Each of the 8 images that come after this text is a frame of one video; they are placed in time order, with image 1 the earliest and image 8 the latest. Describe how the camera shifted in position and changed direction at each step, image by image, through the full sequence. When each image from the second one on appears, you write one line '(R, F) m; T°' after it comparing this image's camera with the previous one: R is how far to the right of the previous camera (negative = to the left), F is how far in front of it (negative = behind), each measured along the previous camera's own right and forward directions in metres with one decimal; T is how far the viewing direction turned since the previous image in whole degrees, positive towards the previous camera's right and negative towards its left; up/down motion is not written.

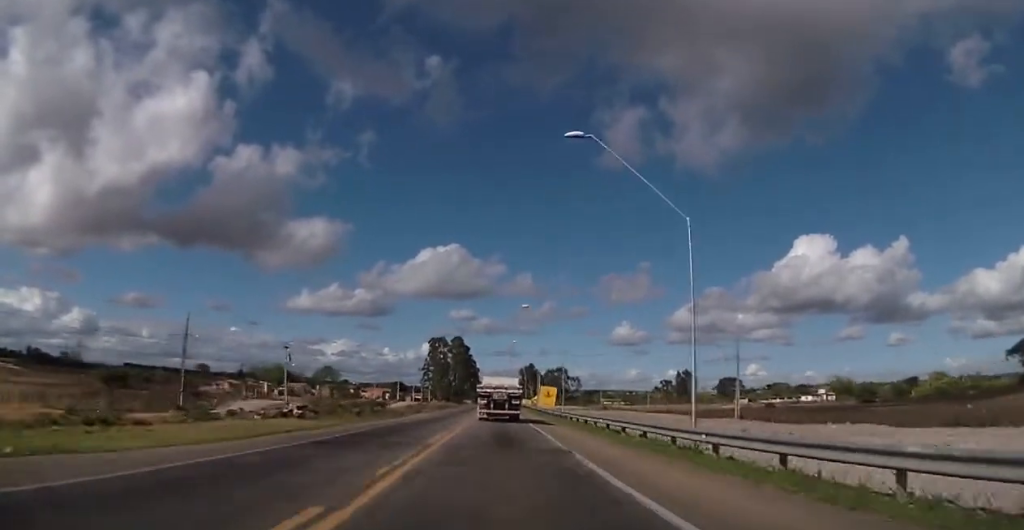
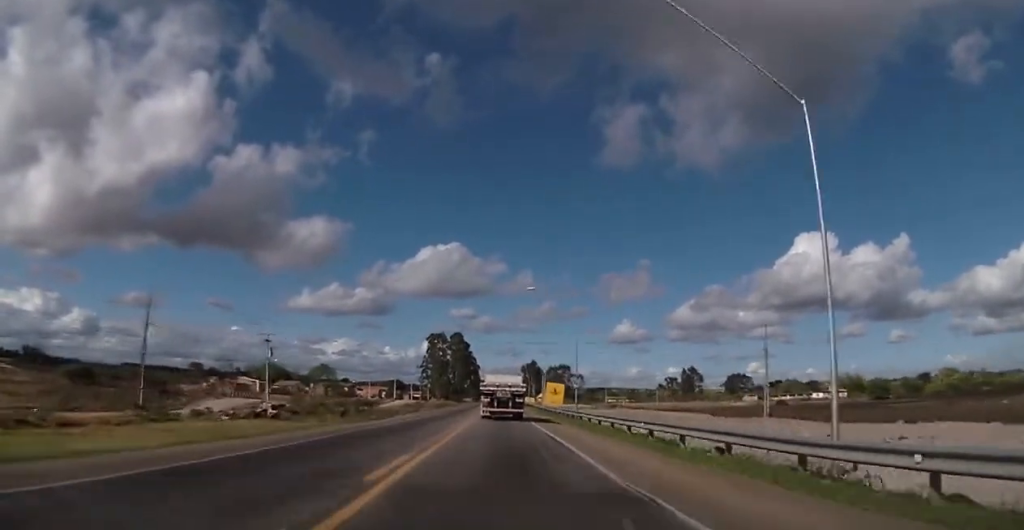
(0.0, +8.6) m; 0°
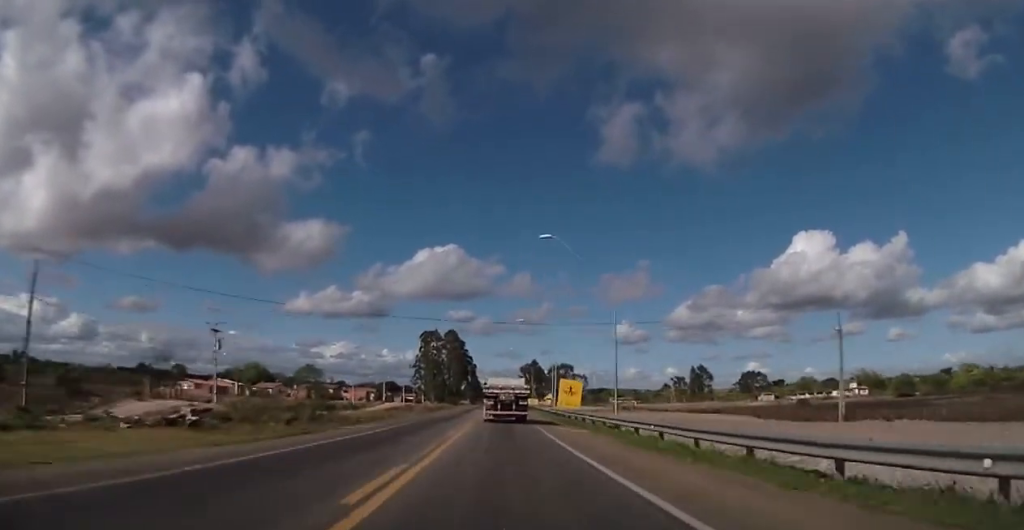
(0.0, +17.3) m; 0°
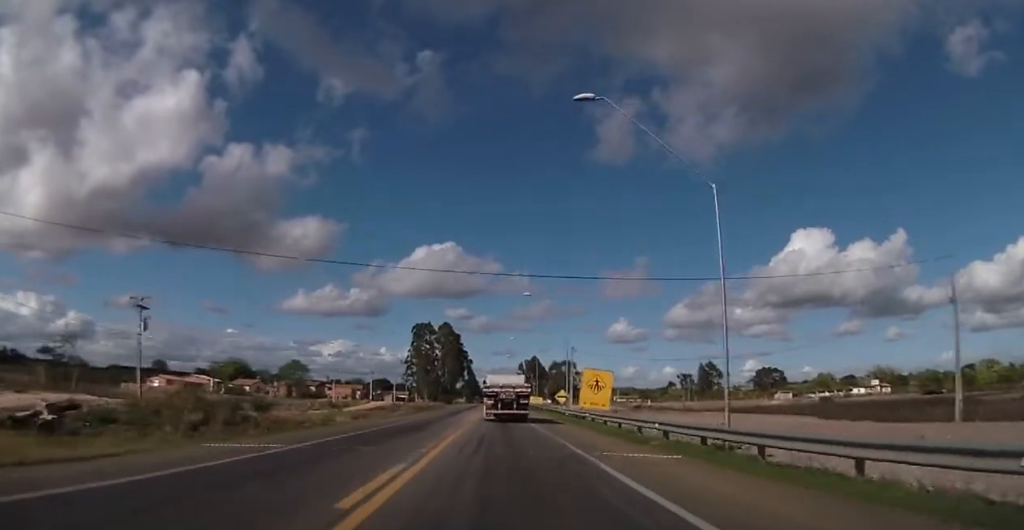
(+0.1, +16.6) m; +1°
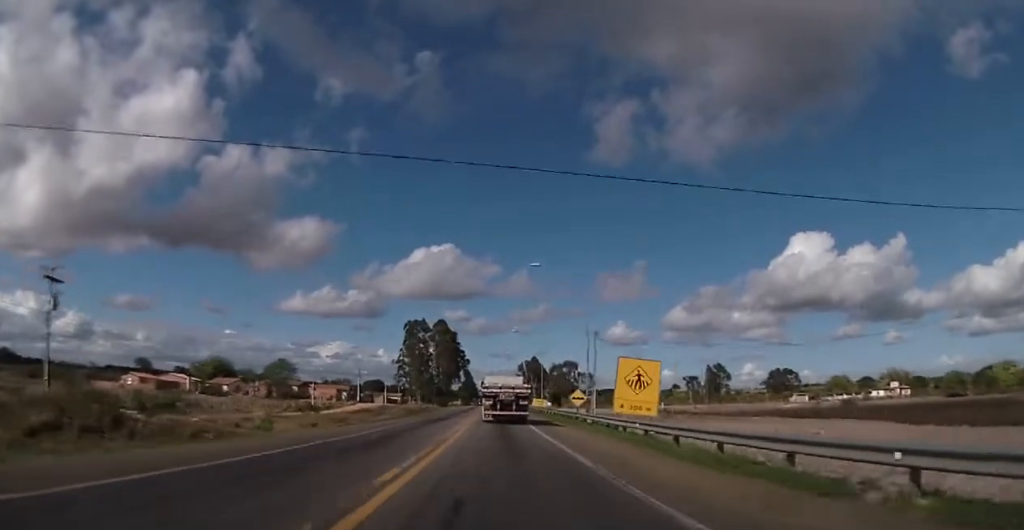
(+0.2, +13.5) m; +1°
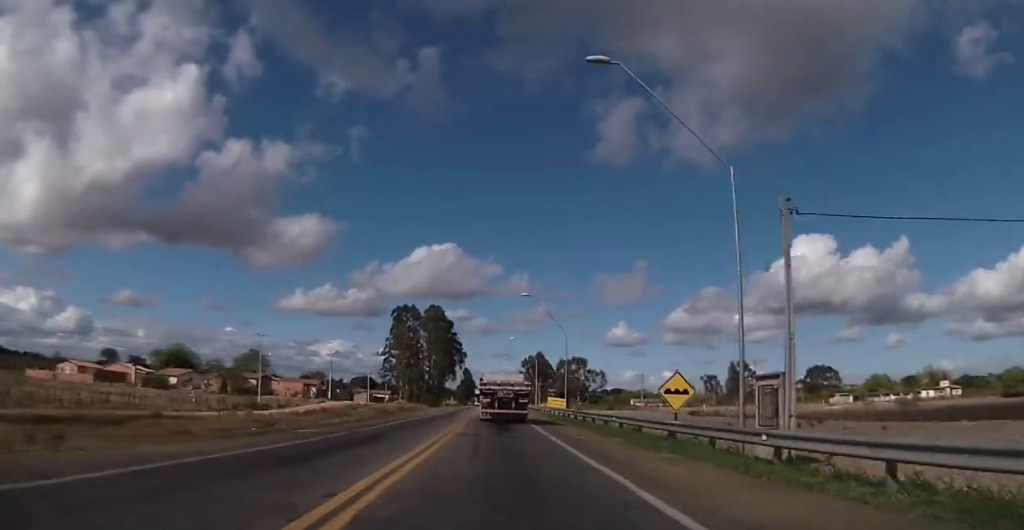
(-0.7, +27.7) m; -2°
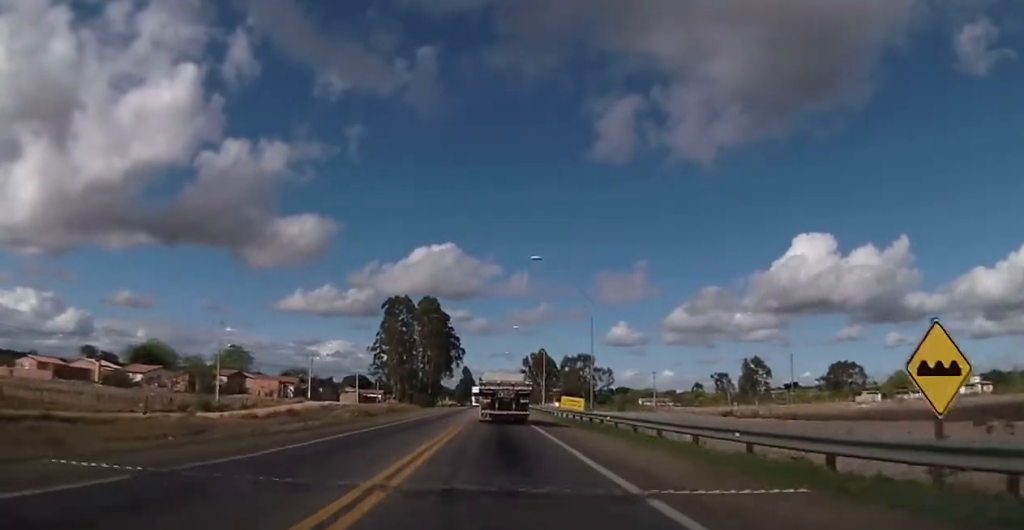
(-0.2, +14.7) m; +1°
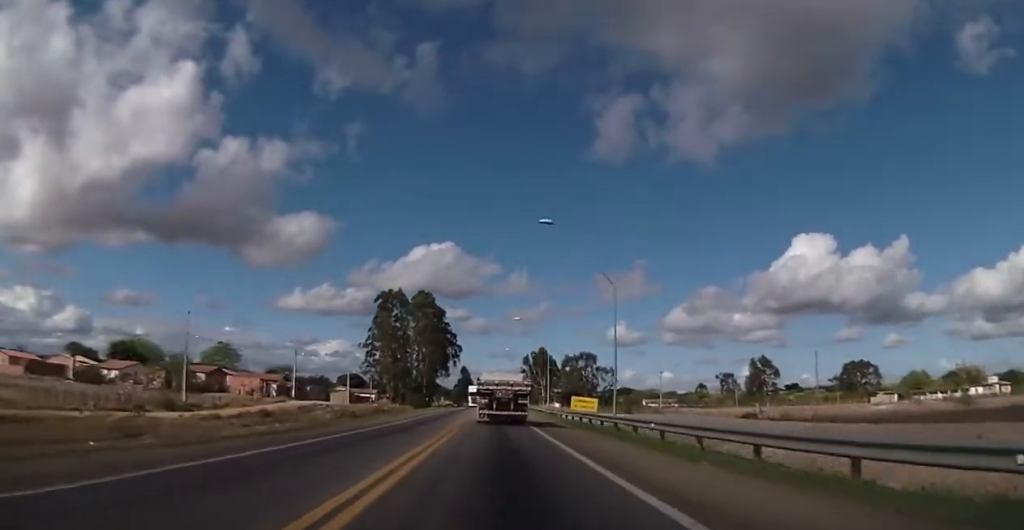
(+0.3, +8.6) m; +1°
